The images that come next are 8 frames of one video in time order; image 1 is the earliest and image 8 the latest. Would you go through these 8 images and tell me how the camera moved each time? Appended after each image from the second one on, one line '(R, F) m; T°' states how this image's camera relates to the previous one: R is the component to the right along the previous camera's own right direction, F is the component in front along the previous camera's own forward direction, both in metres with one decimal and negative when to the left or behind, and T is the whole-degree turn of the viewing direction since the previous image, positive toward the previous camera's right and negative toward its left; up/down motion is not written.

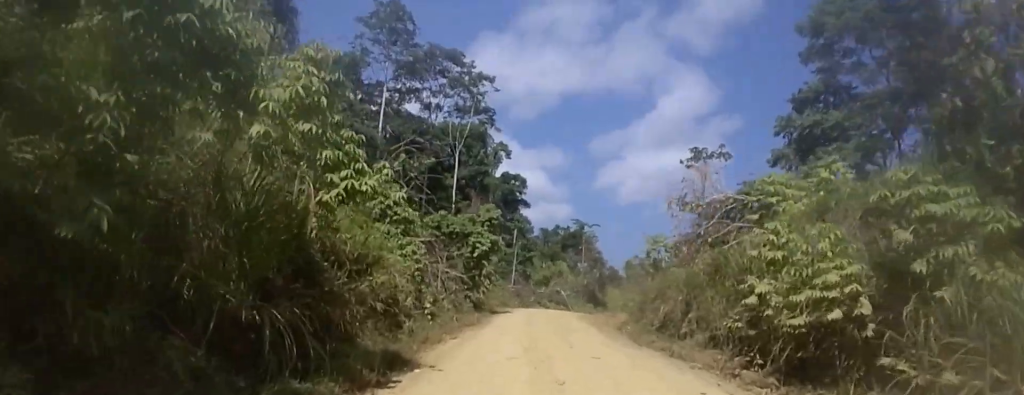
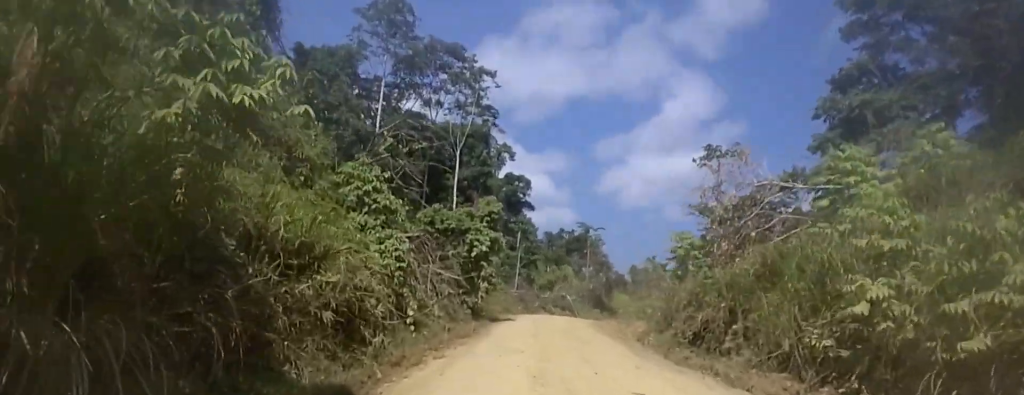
(0.0, +3.4) m; 0°
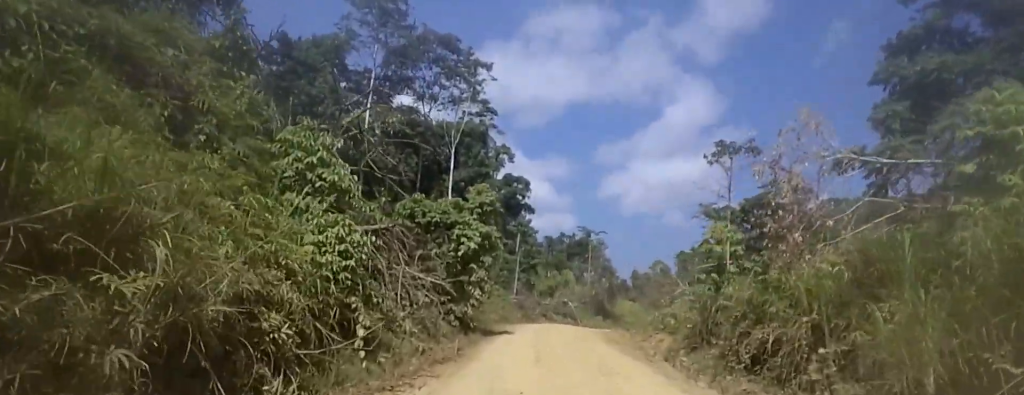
(0.0, +4.4) m; +8°
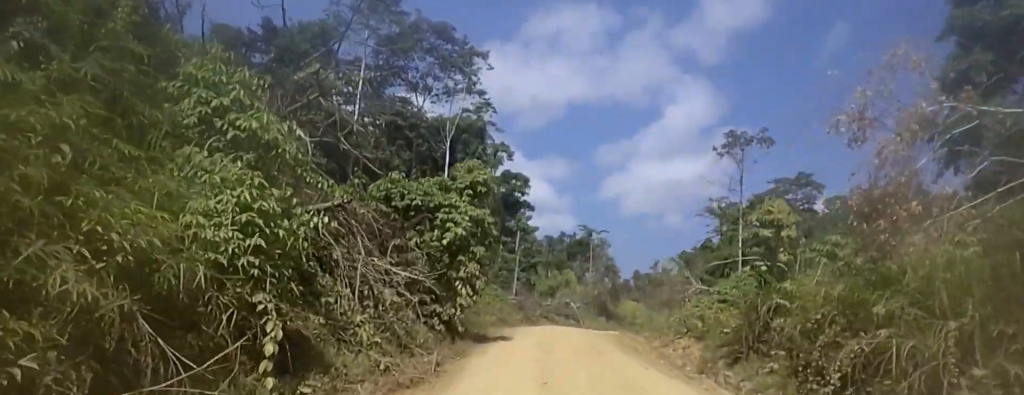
(+0.1, +3.6) m; +4°
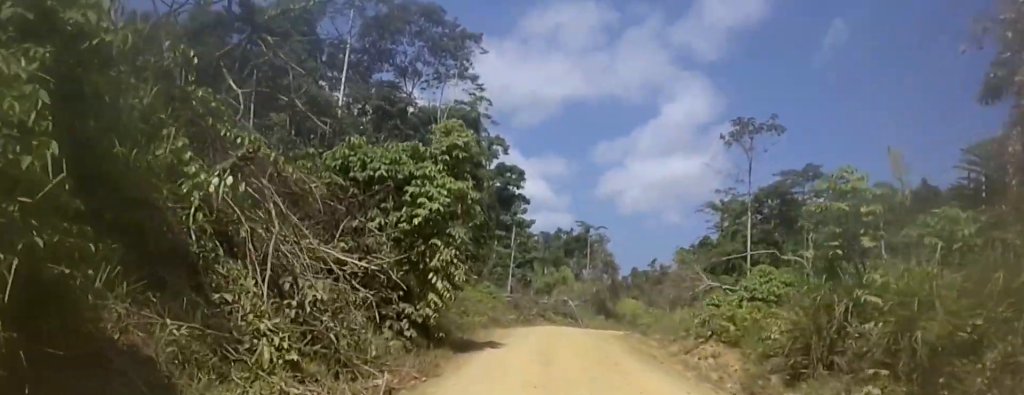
(+0.8, +3.5) m; +1°
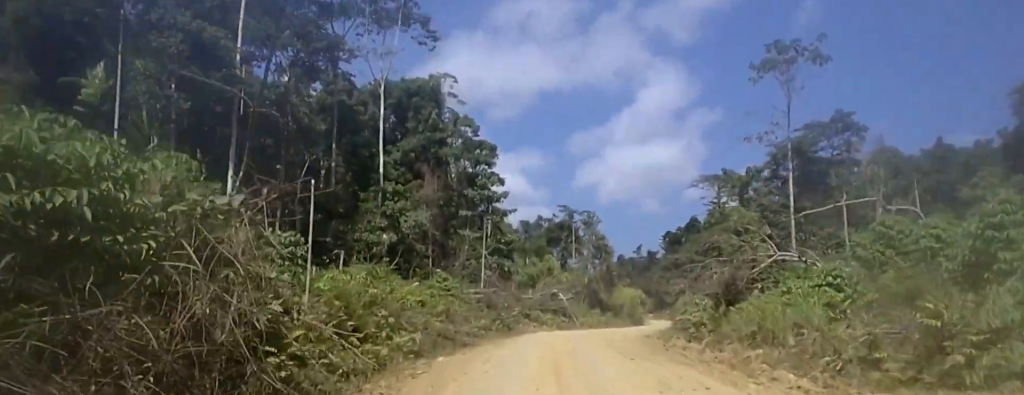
(-2.2, +13.3) m; -13°
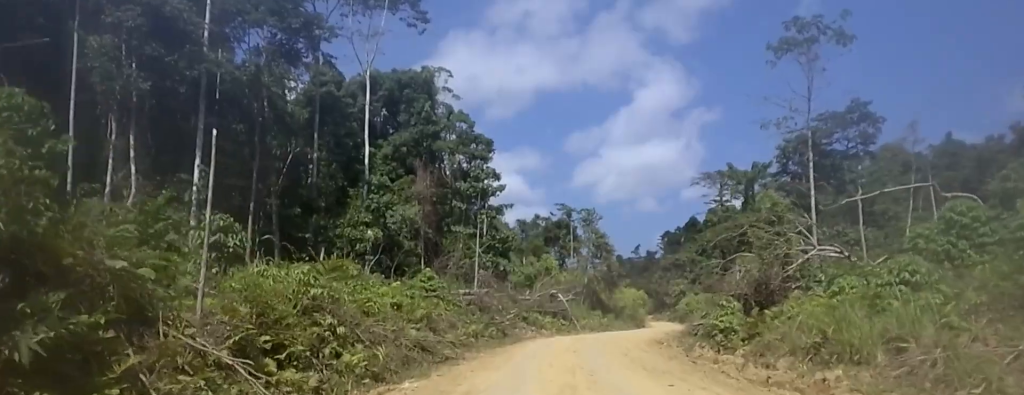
(0.0, +3.6) m; +5°
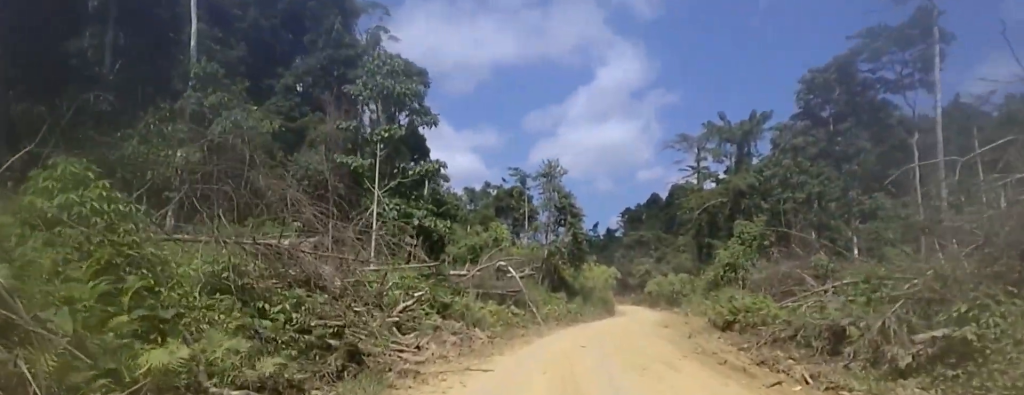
(+1.7, +17.0) m; +8°
